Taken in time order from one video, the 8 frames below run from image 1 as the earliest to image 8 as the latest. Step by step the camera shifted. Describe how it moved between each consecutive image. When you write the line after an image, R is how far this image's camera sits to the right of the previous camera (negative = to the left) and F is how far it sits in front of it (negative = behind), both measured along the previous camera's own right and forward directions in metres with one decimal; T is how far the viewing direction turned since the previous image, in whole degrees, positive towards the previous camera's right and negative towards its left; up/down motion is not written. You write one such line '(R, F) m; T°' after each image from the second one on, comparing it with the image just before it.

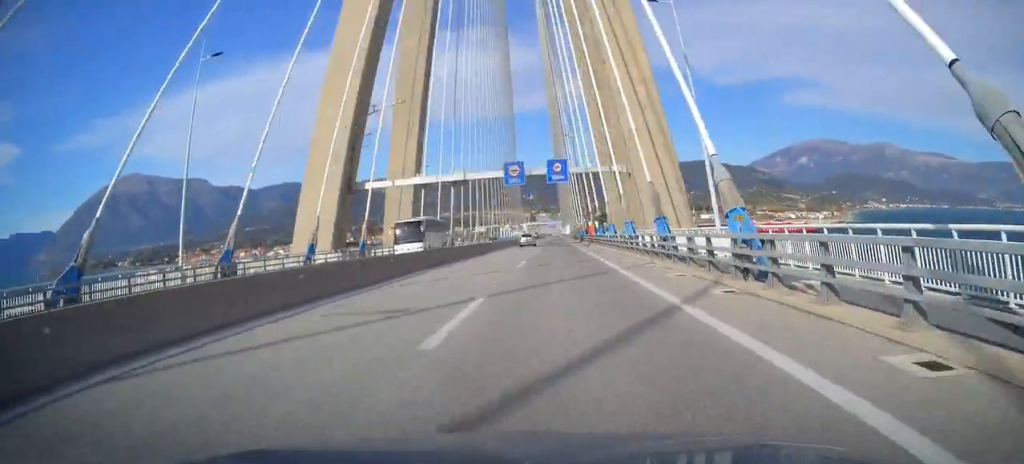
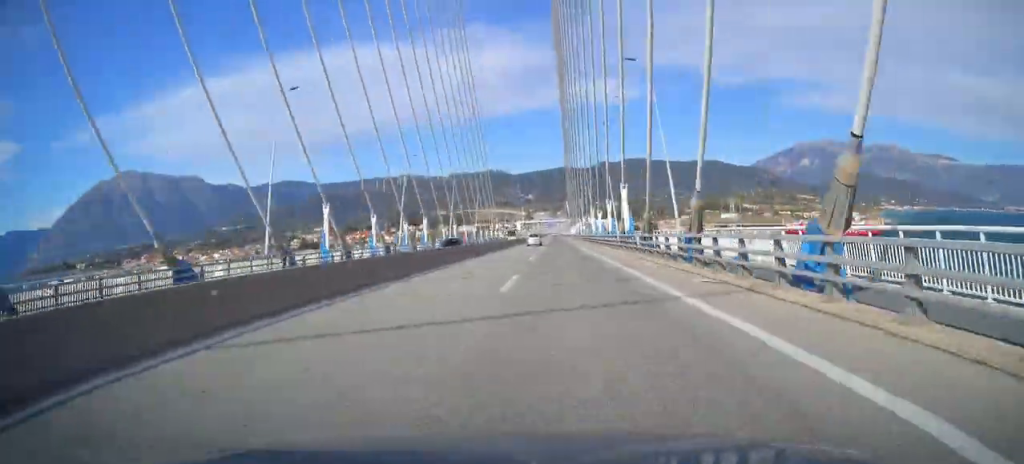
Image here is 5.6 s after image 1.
(-0.1, +156.8) m; 0°
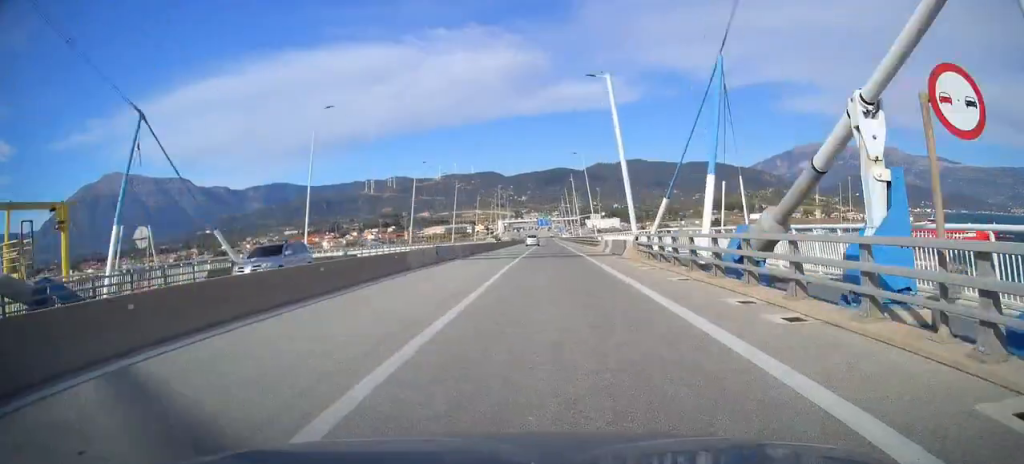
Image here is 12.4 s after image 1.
(+0.3, +171.6) m; 0°
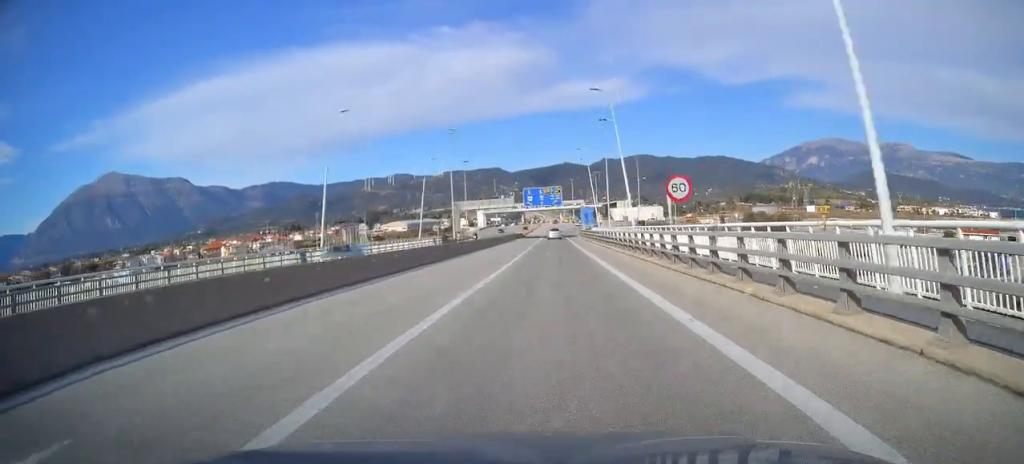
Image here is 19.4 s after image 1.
(+0.5, +165.1) m; +1°
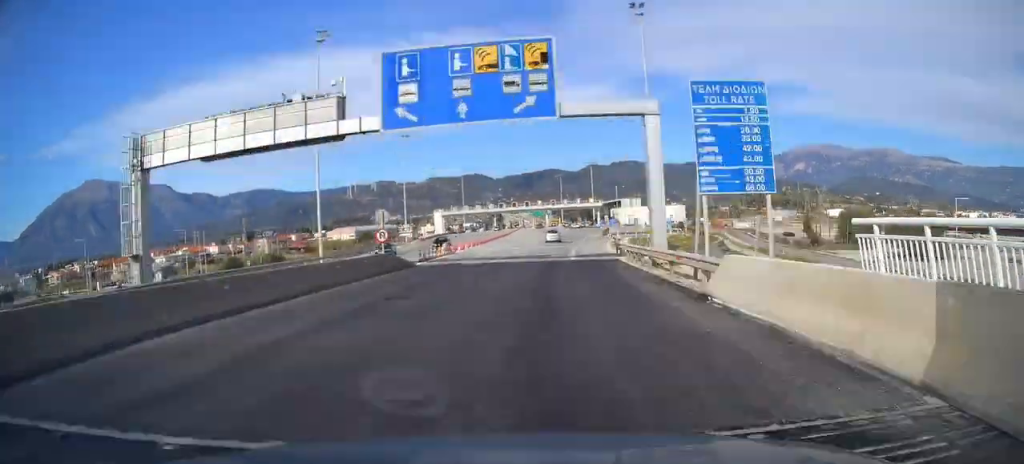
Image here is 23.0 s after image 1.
(-0.5, +78.3) m; +1°
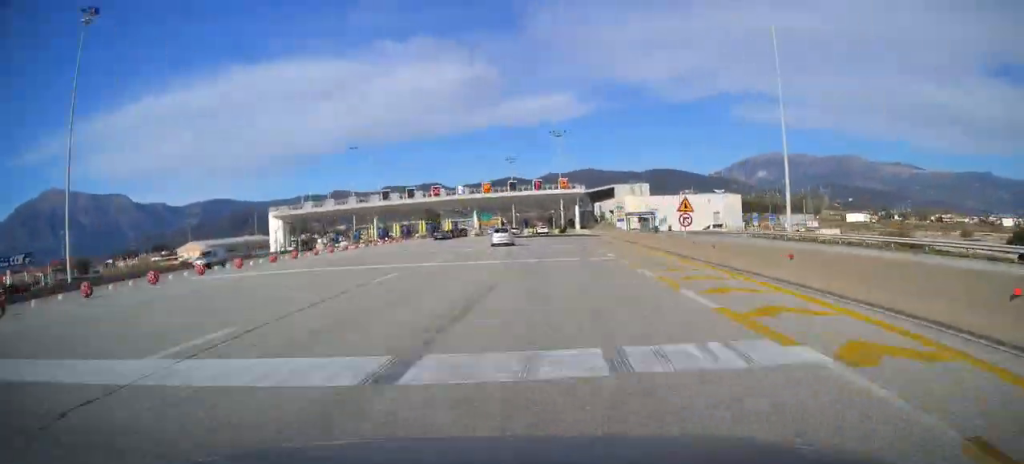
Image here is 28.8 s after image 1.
(+3.3, +97.8) m; +2°
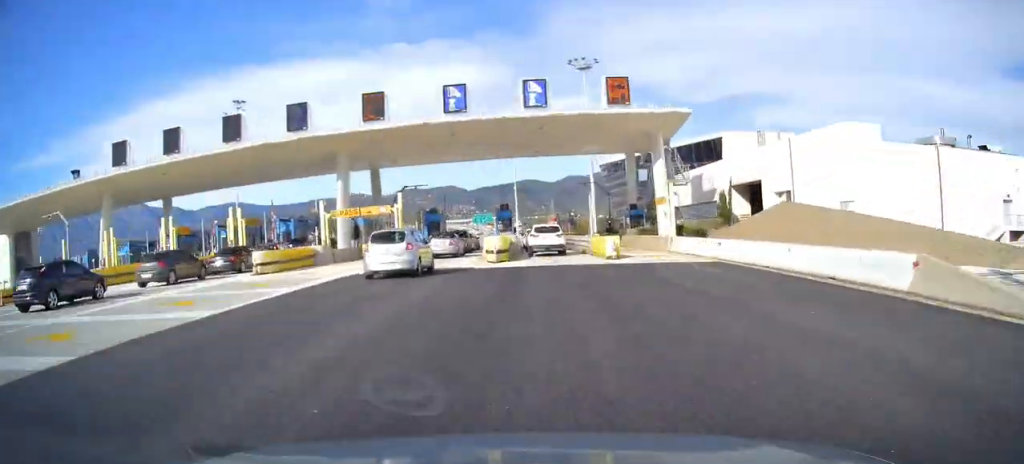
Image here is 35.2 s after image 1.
(+0.3, +69.1) m; +1°
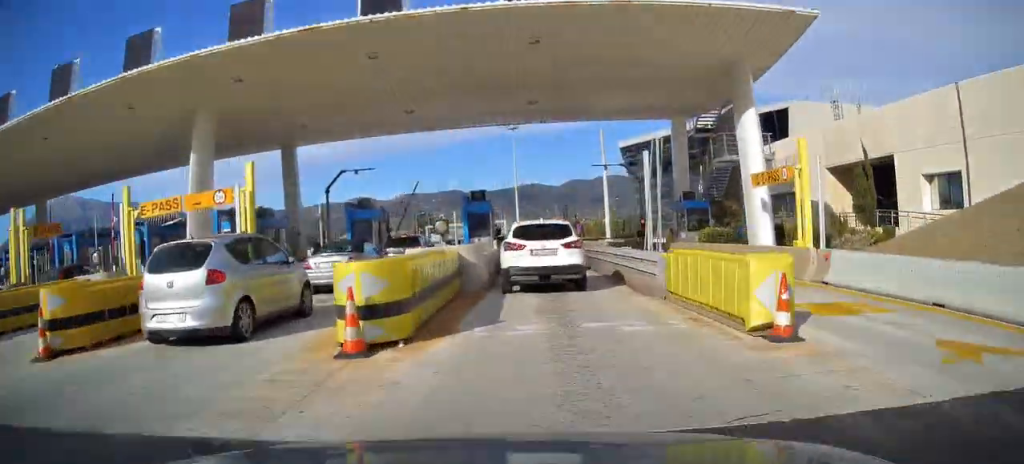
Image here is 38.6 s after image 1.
(+0.1, +17.7) m; +3°
